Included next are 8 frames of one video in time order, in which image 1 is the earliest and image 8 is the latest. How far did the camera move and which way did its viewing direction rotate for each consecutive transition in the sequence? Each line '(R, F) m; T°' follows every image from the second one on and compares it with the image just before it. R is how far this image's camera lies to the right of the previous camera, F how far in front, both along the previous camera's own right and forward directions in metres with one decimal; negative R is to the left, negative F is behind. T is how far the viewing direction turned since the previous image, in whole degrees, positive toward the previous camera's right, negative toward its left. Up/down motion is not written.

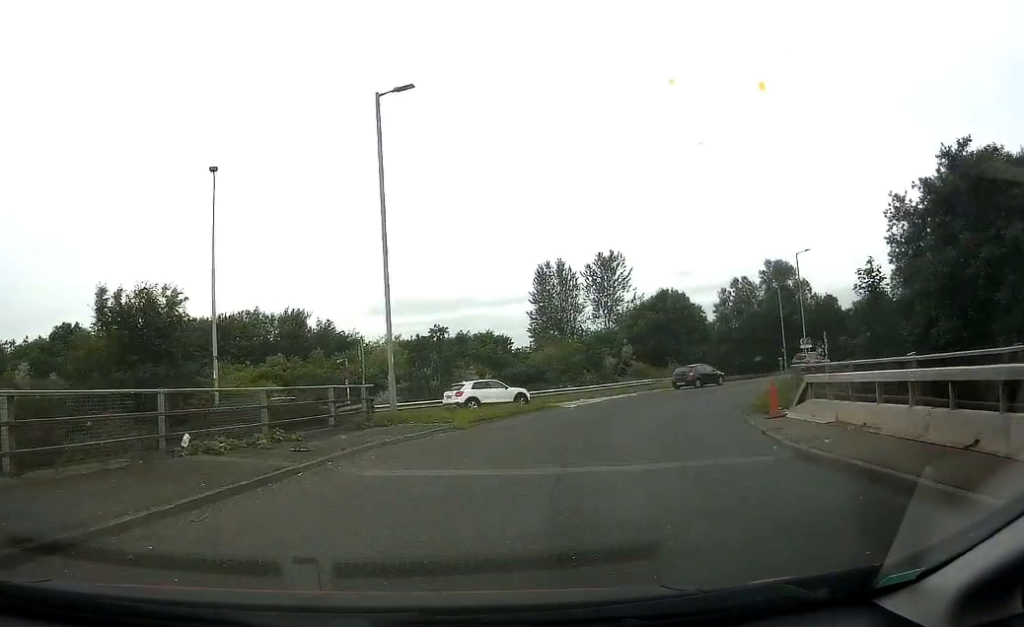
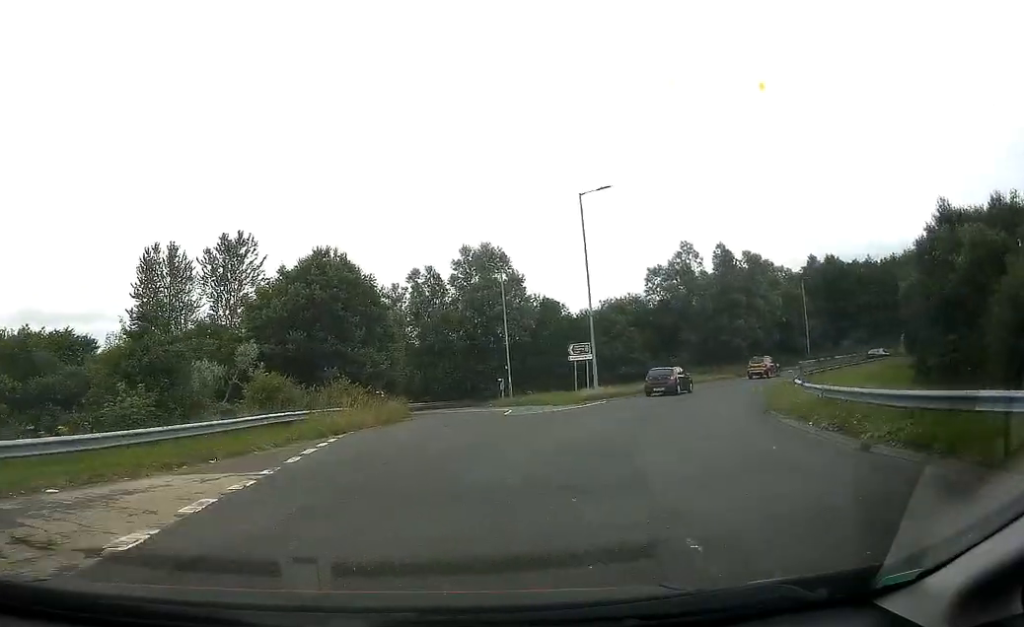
(+7.7, +32.0) m; +23°
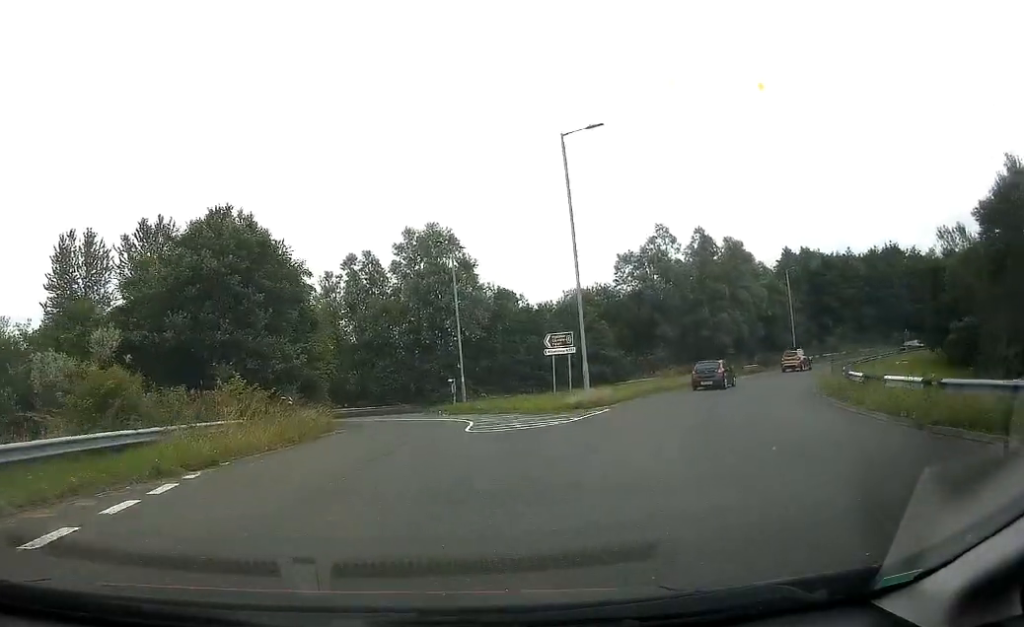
(+0.5, +9.5) m; +3°
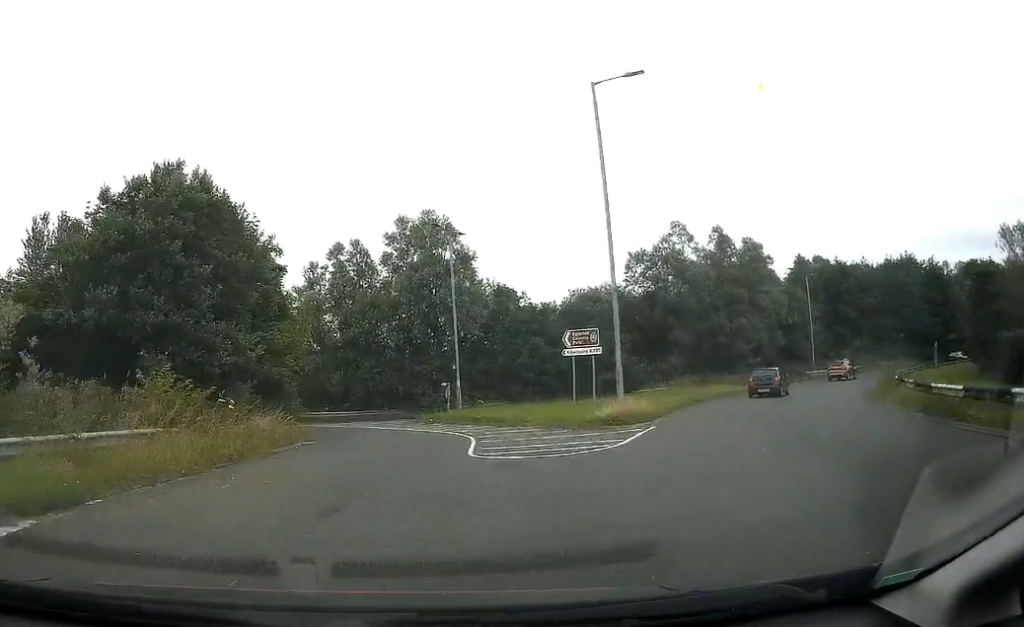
(+0.1, +5.9) m; 0°
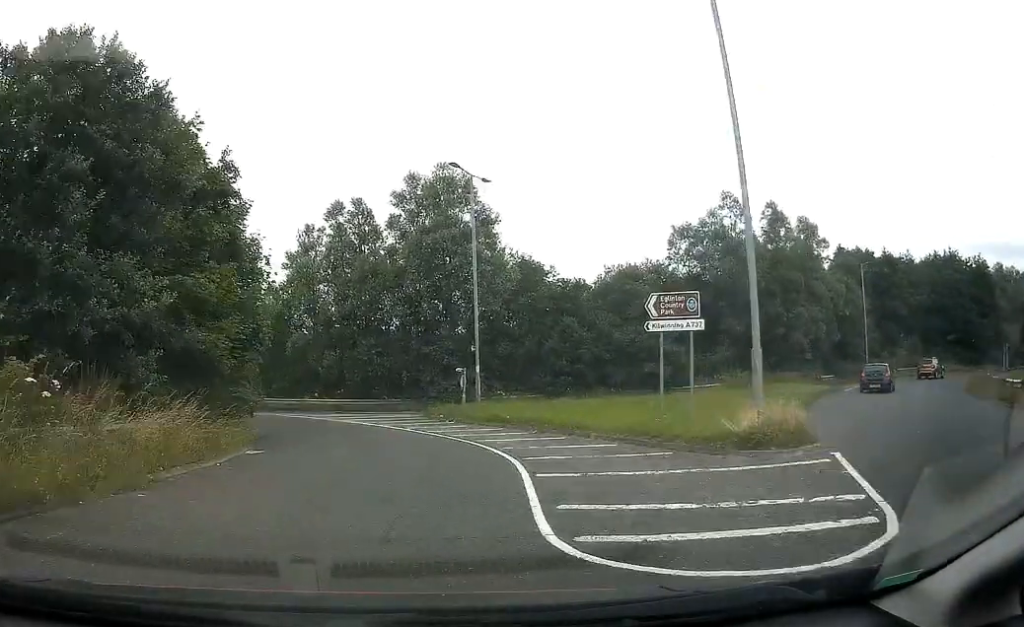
(+0.2, +8.7) m; -1°
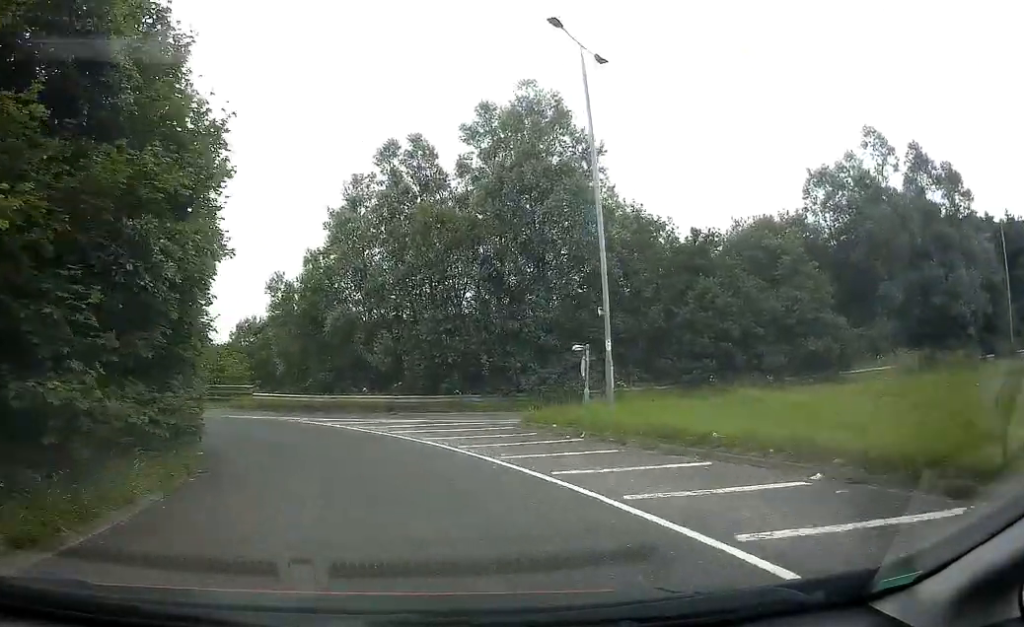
(-0.7, +11.7) m; -8°
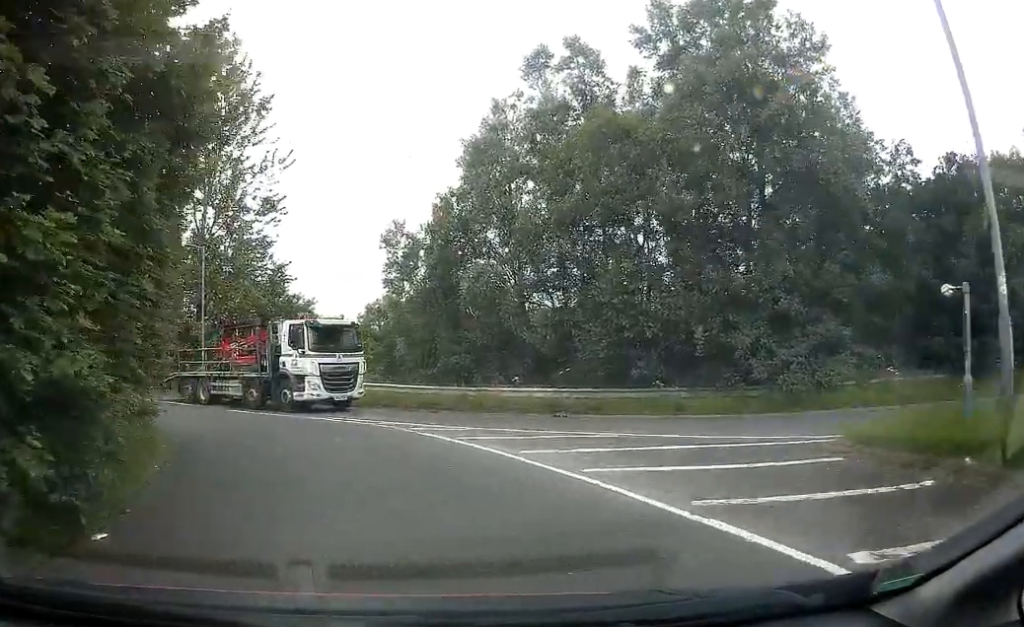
(-0.6, +9.7) m; -11°
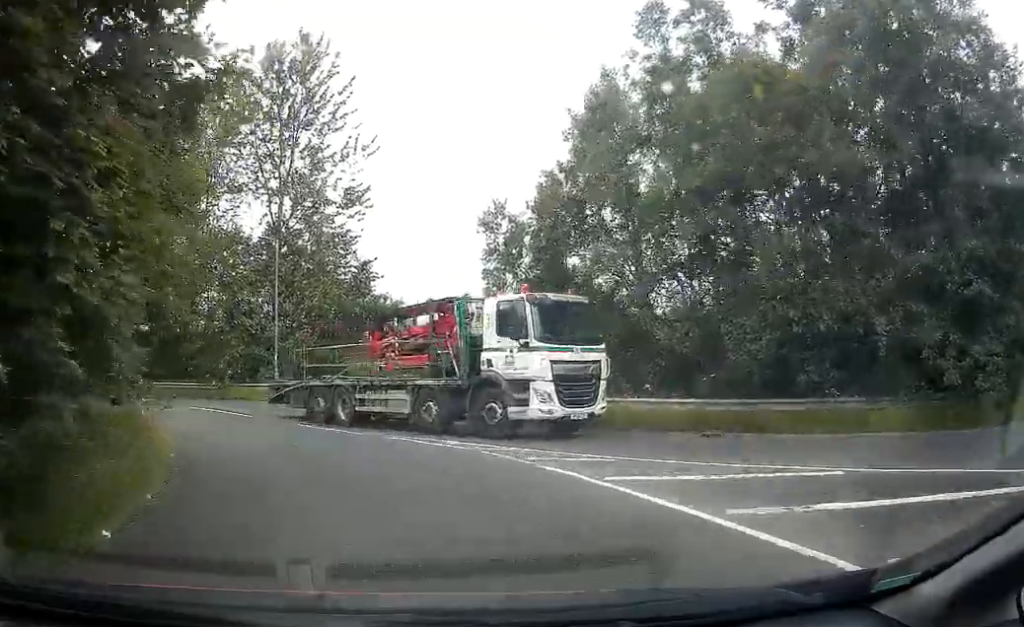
(-0.6, +4.8) m; -7°
